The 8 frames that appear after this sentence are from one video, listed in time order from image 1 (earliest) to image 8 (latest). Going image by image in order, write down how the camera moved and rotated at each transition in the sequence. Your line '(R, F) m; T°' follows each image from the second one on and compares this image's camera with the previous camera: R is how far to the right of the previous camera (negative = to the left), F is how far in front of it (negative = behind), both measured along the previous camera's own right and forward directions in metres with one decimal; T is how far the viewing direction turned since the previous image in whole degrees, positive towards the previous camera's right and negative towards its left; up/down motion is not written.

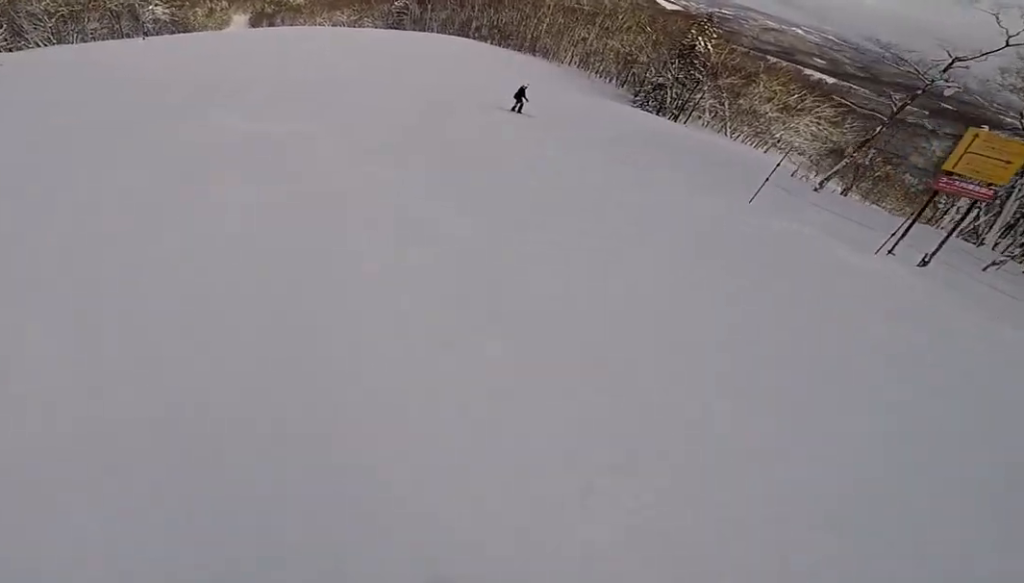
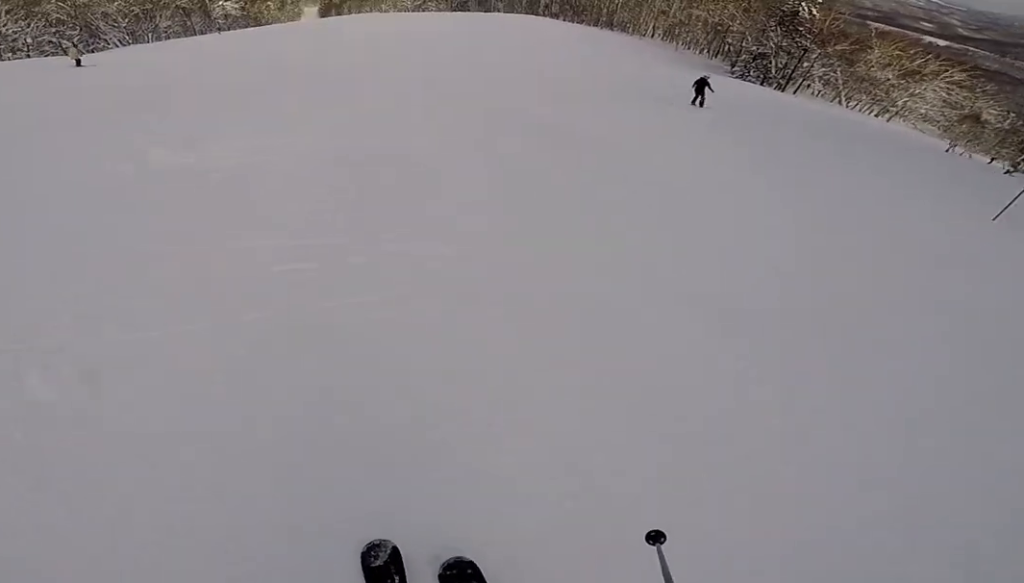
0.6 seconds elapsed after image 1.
(-0.3, +3.8) m; 0°
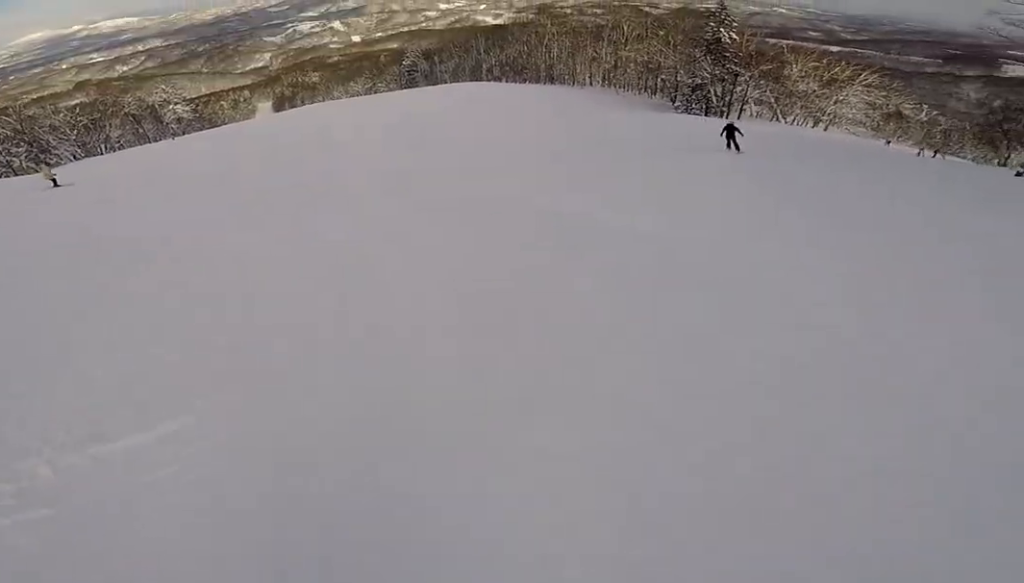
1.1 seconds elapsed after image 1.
(+0.2, +3.2) m; +7°
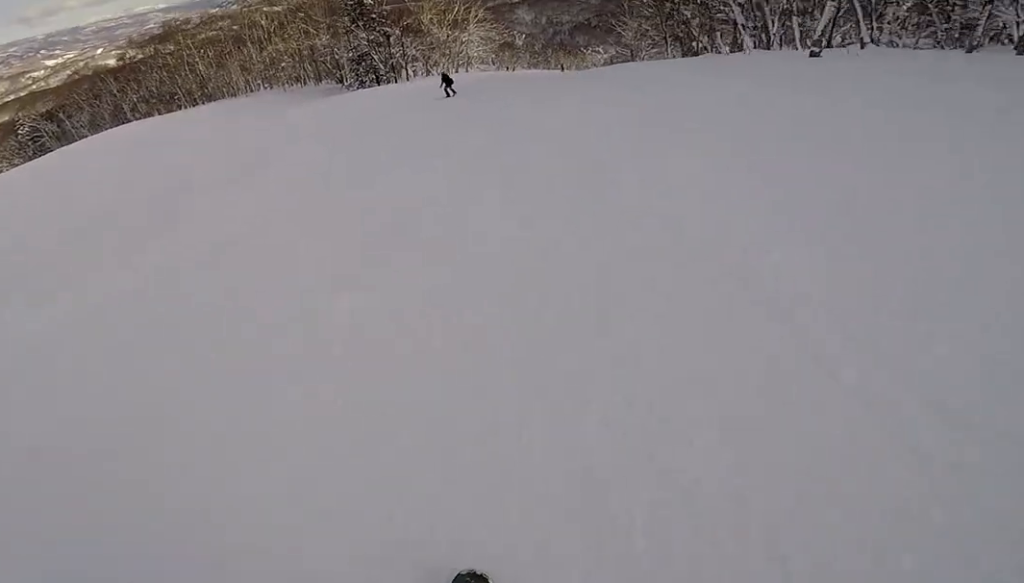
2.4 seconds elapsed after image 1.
(+1.7, +8.7) m; +26°
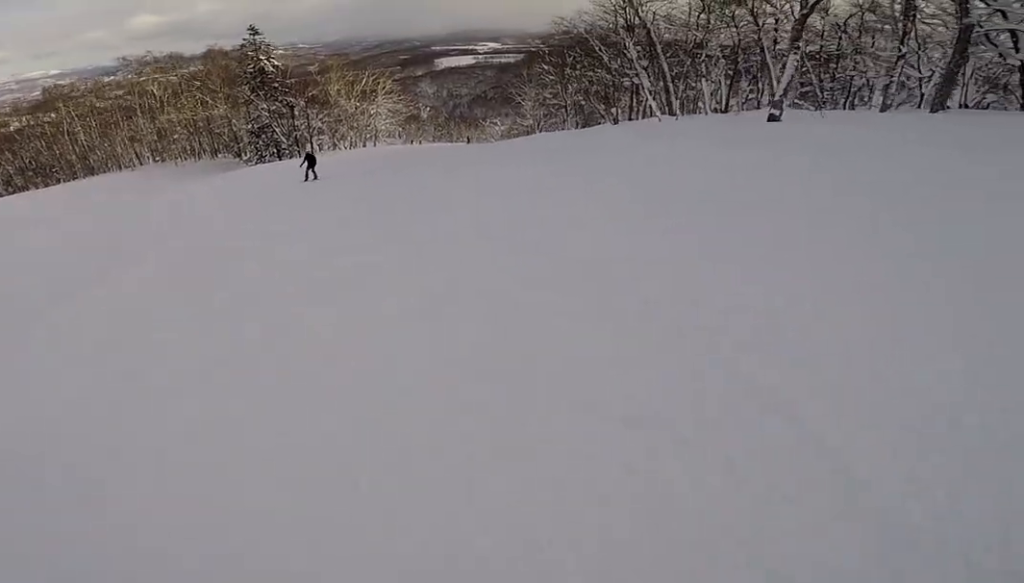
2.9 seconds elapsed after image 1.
(+0.3, +3.5) m; +8°
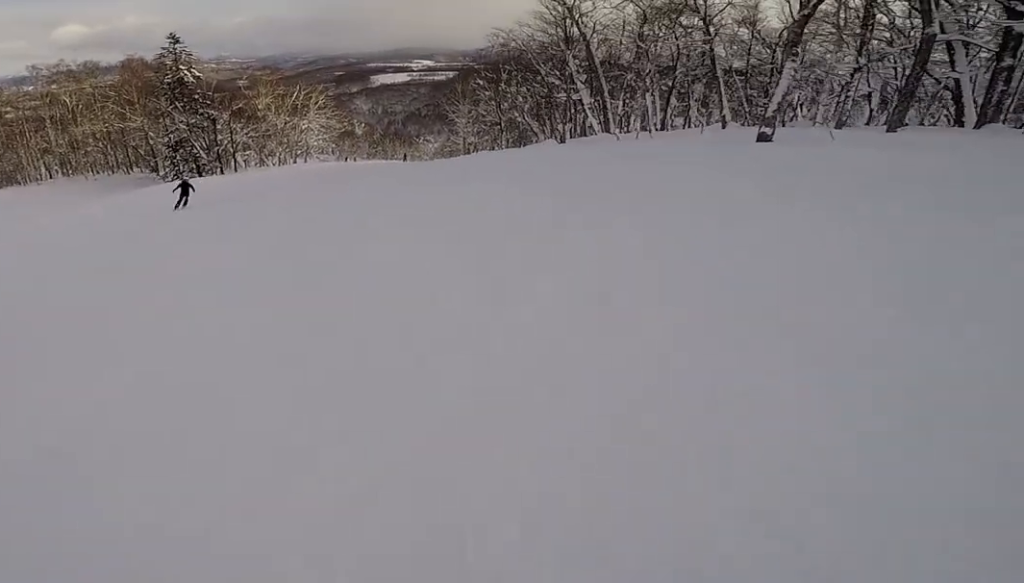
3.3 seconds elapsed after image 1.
(+0.6, +3.0) m; 0°
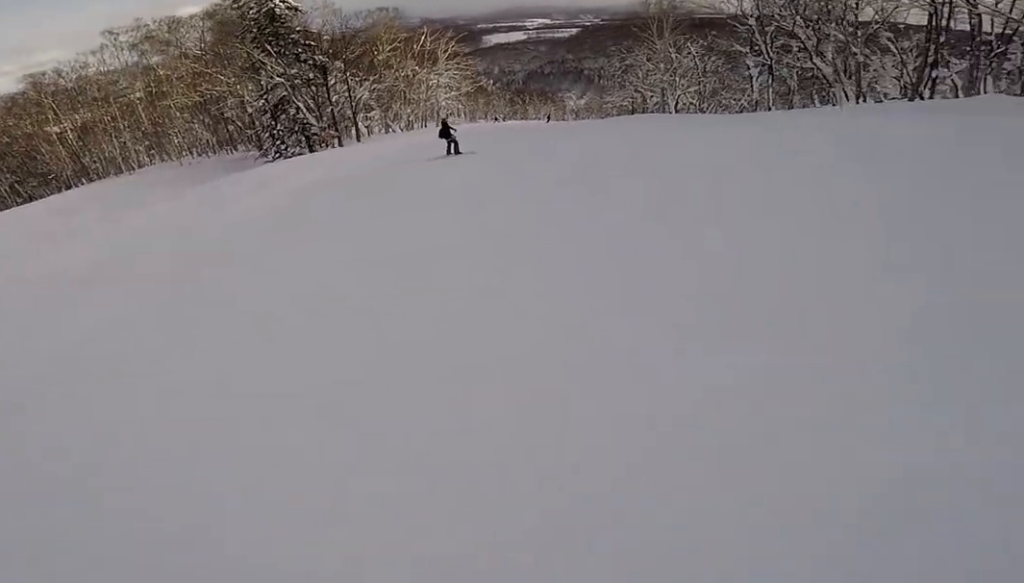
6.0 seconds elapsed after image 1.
(-4.7, +17.1) m; -5°
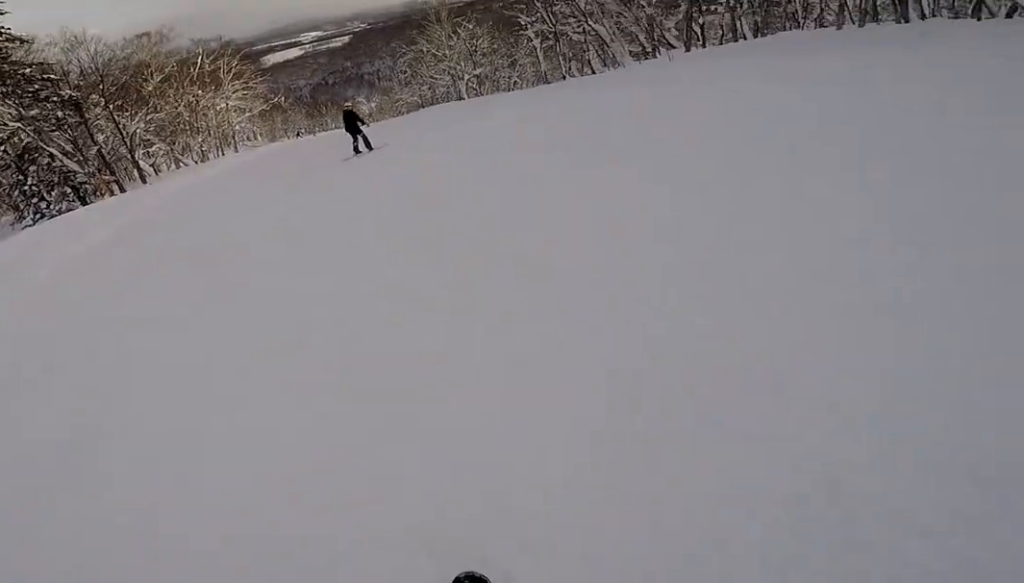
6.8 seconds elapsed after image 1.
(+1.3, +4.7) m; +20°
